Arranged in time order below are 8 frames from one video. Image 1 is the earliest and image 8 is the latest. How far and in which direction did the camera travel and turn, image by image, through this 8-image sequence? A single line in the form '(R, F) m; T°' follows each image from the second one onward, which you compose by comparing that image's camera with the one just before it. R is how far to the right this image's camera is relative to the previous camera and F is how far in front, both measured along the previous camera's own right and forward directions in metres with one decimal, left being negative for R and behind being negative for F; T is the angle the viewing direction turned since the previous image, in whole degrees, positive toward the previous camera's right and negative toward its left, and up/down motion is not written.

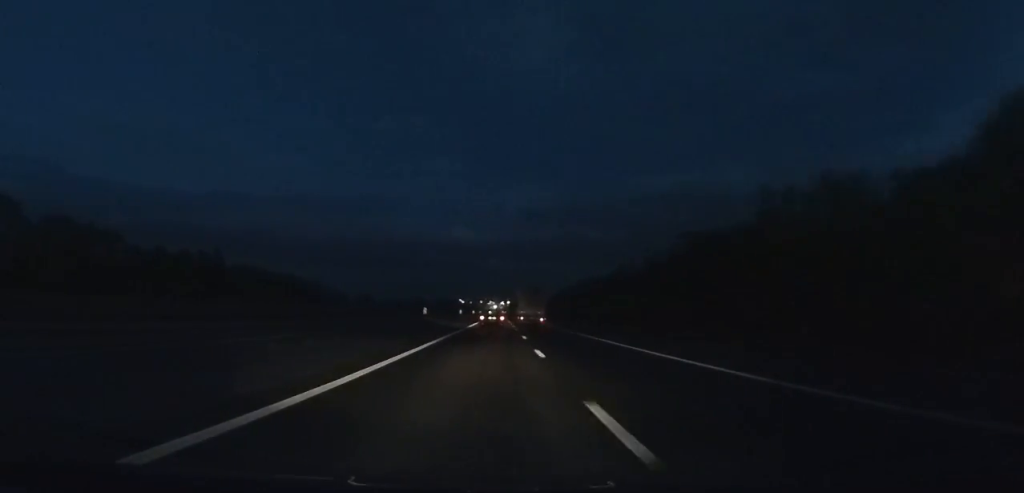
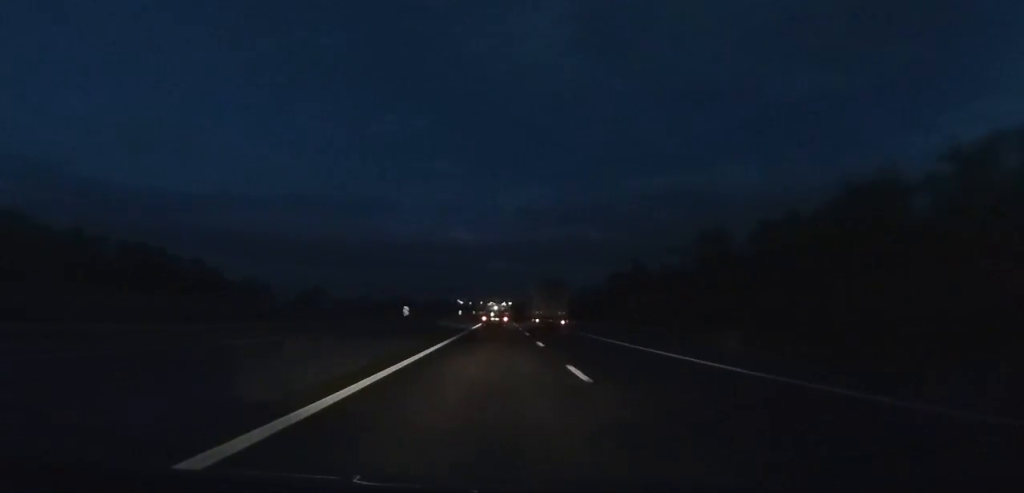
(-0.1, +87.1) m; 0°
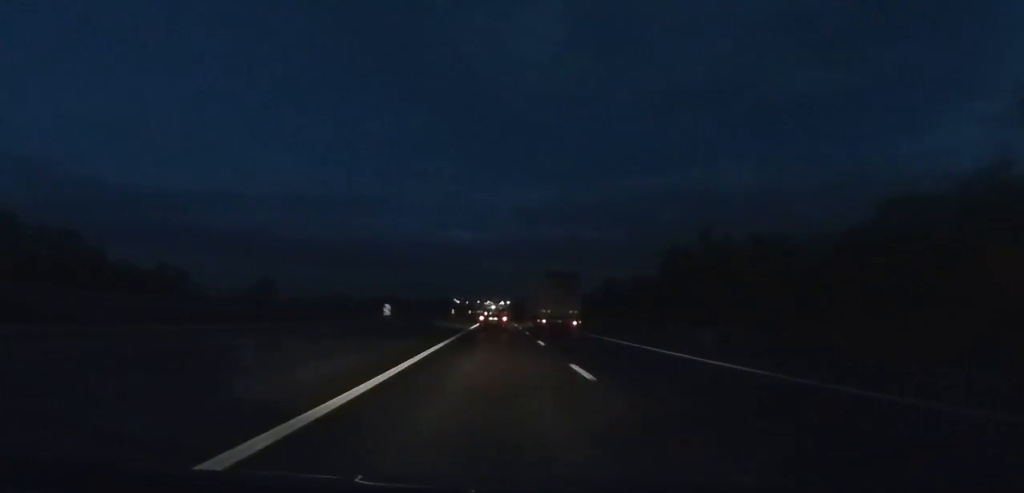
(-0.1, +47.1) m; 0°
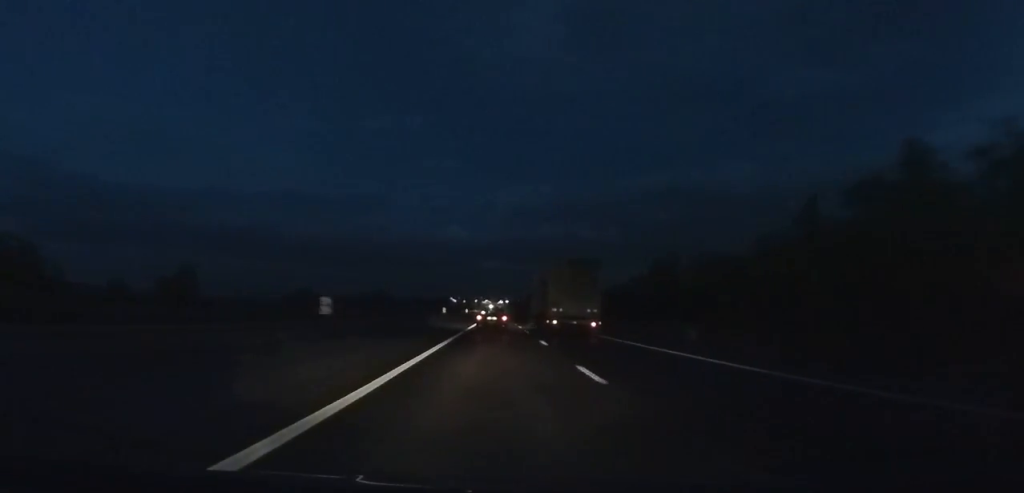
(0.0, +47.4) m; 0°
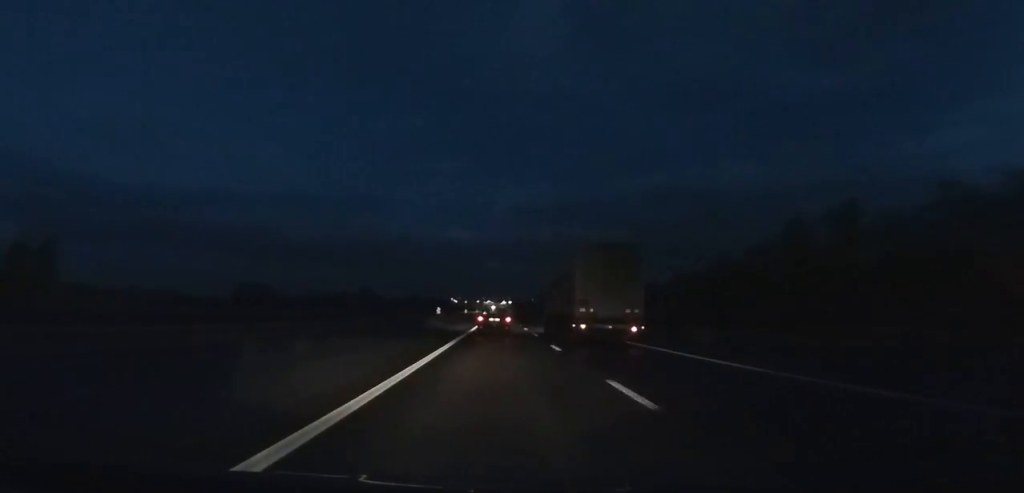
(0.0, +50.6) m; 0°
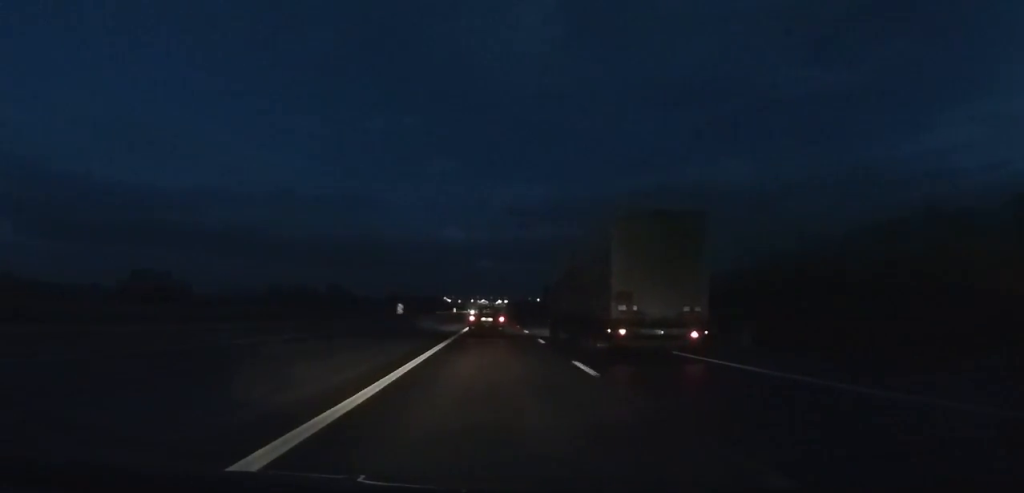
(+0.1, +54.2) m; 0°
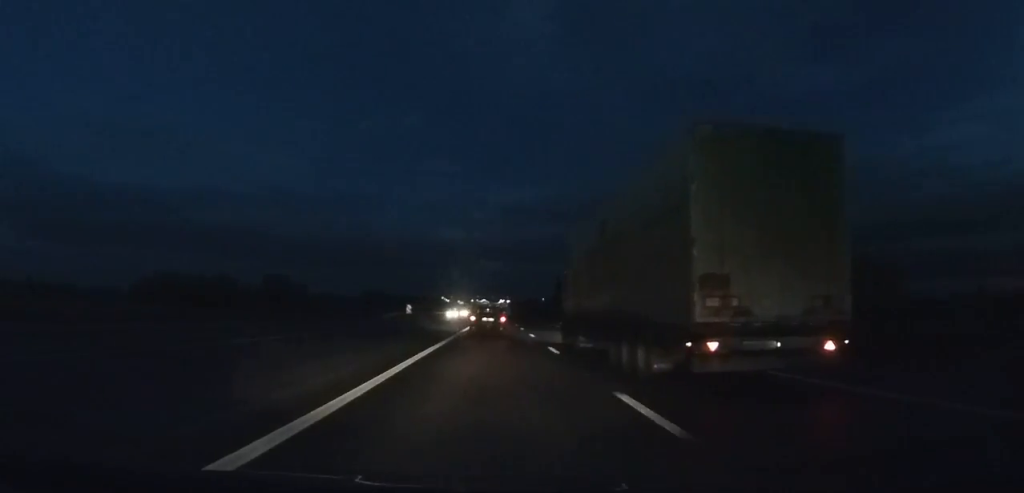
(+0.2, +81.1) m; 0°
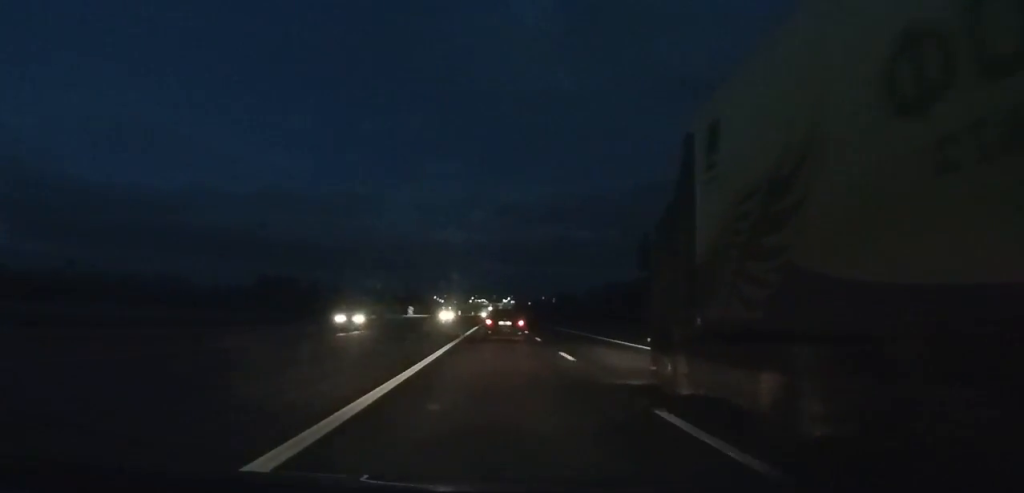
(+0.2, +165.9) m; 0°
